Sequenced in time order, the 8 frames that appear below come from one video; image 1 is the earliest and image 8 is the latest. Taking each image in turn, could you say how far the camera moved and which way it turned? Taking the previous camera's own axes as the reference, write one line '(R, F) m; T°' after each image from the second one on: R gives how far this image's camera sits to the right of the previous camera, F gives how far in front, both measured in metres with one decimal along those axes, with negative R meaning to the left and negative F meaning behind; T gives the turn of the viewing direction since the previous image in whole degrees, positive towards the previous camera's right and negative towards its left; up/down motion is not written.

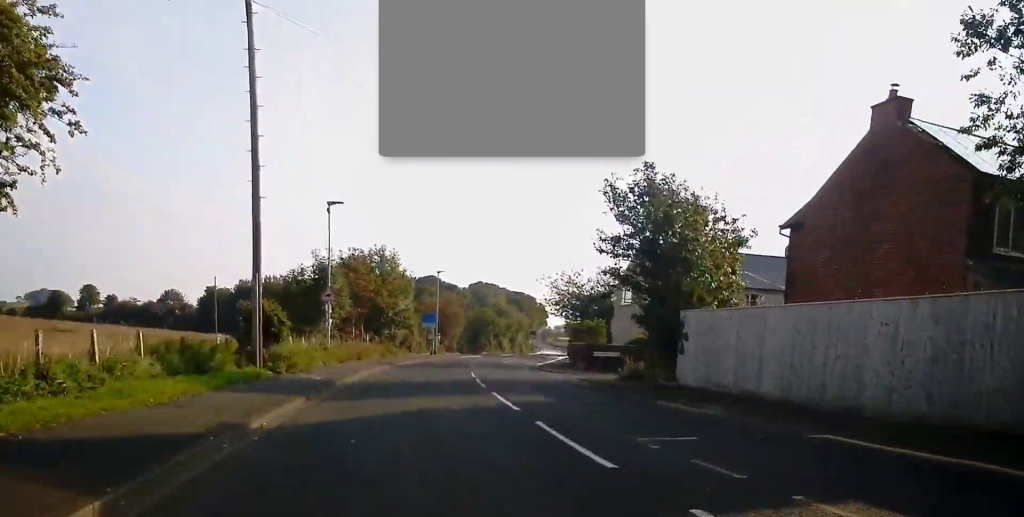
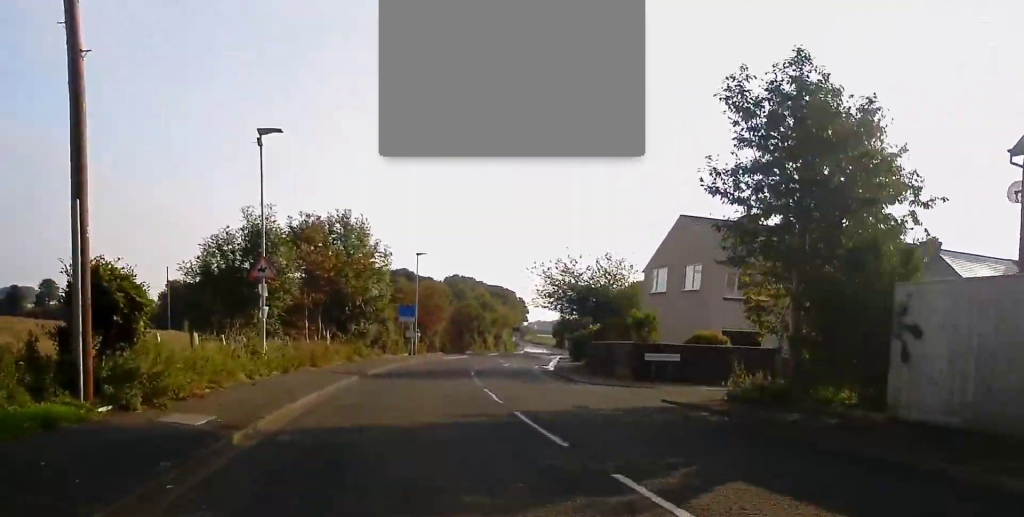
(0.0, +10.8) m; +1°
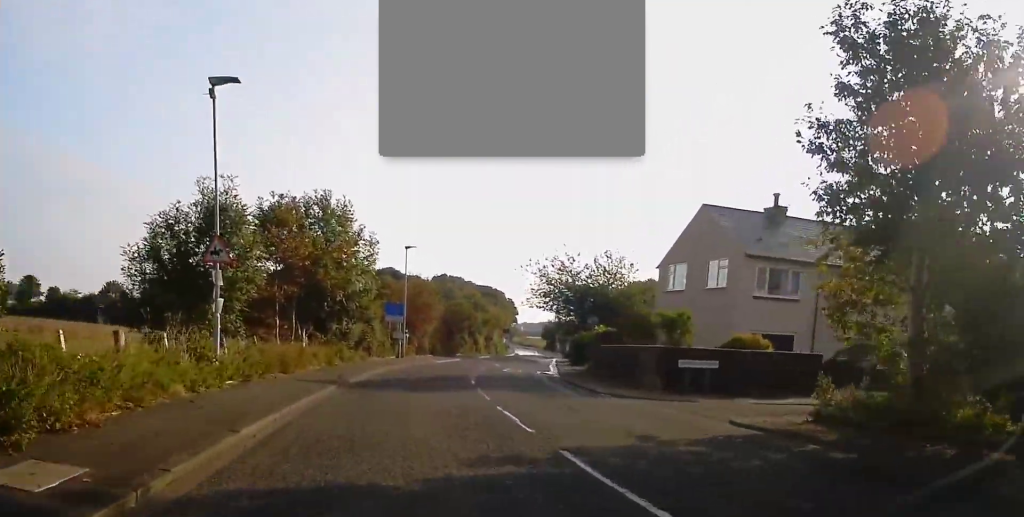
(-0.1, +4.3) m; +2°
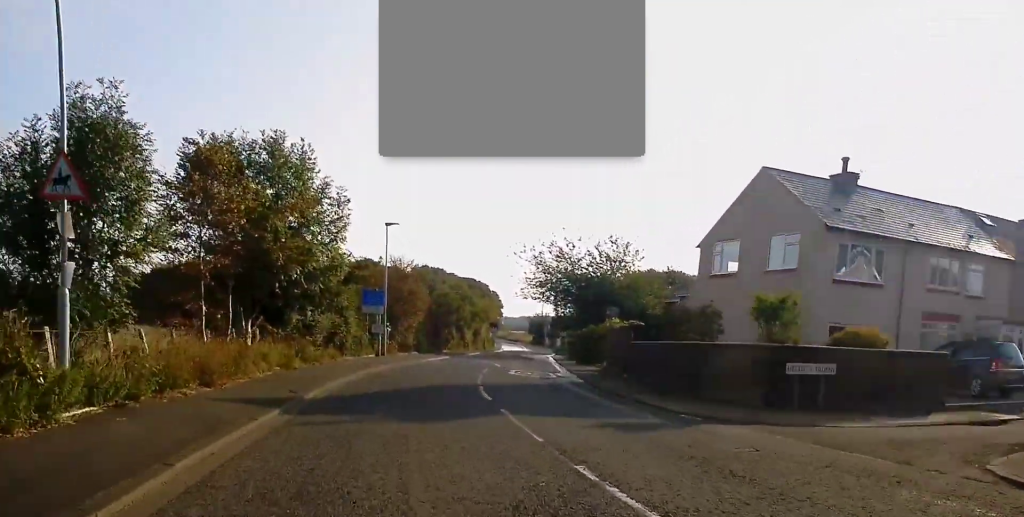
(+0.3, +7.0) m; +3°
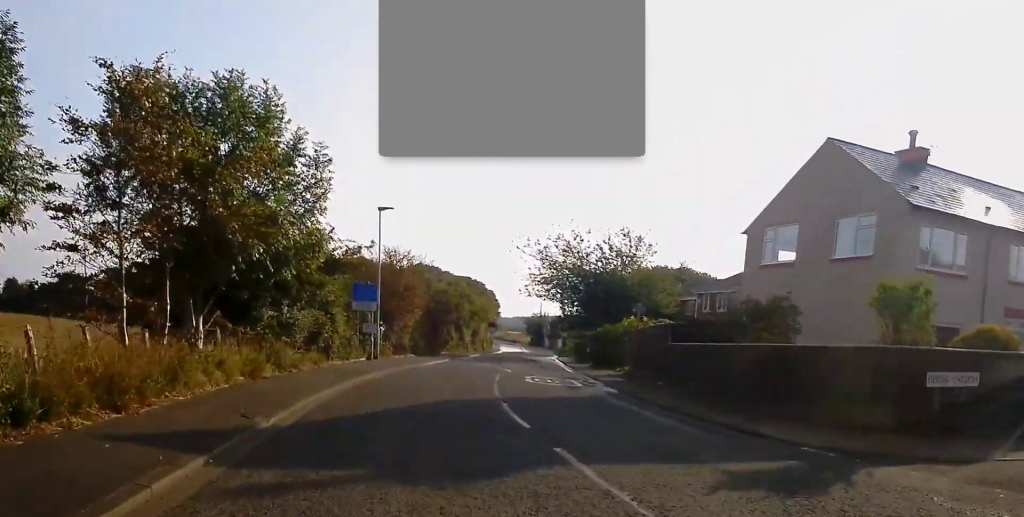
(+0.2, +4.7) m; +2°
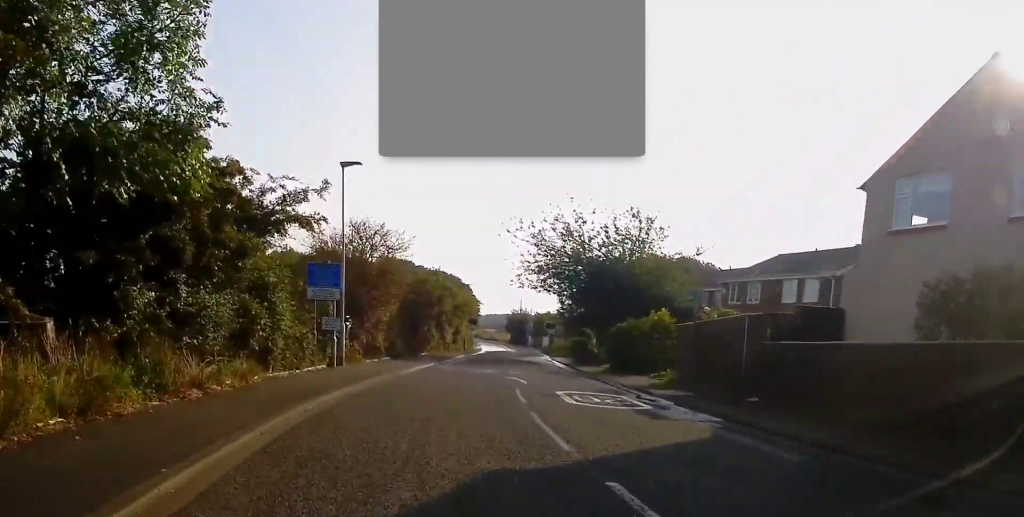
(0.0, +8.2) m; 0°
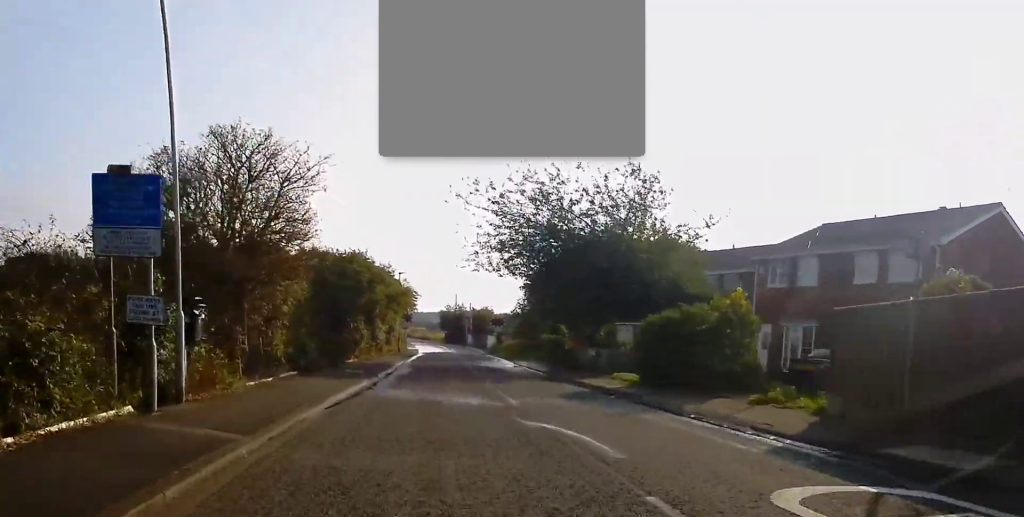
(+0.1, +13.0) m; +3°
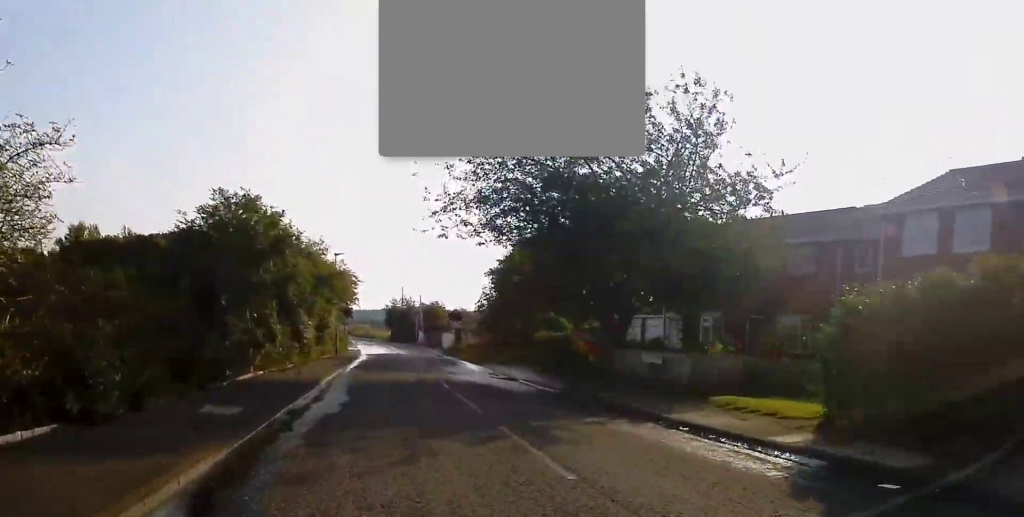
(+0.6, +13.1) m; +5°
